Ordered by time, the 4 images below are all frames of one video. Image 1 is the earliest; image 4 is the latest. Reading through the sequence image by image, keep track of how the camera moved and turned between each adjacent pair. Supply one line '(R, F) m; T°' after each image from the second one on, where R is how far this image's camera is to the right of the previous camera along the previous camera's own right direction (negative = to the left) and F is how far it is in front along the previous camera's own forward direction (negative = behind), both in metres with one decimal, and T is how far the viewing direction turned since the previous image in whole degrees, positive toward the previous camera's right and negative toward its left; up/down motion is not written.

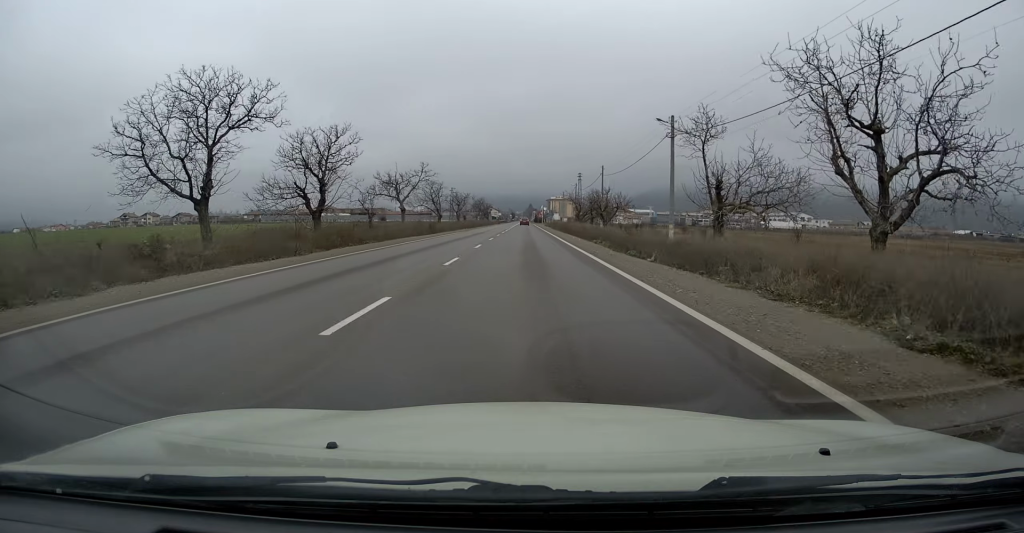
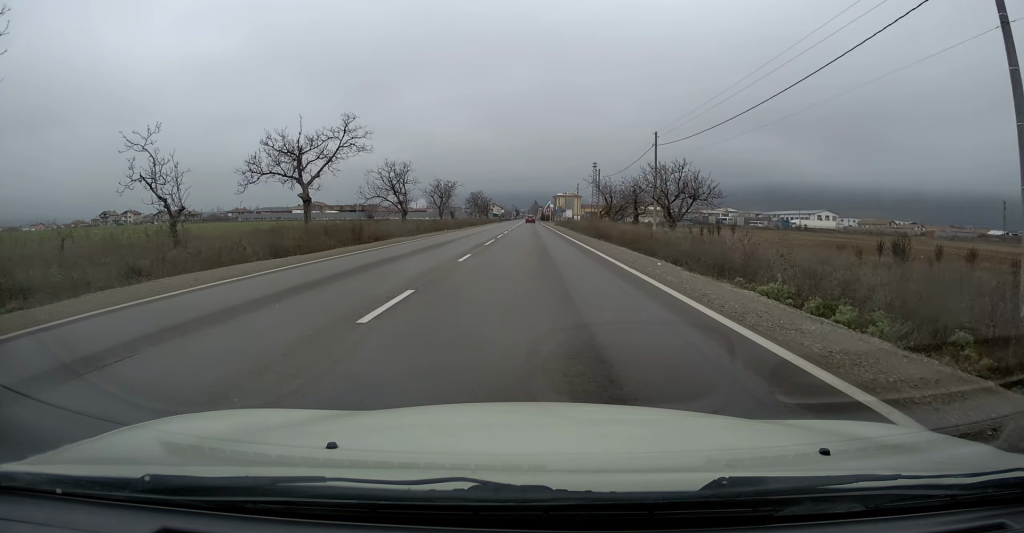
(+0.2, +25.7) m; +1°
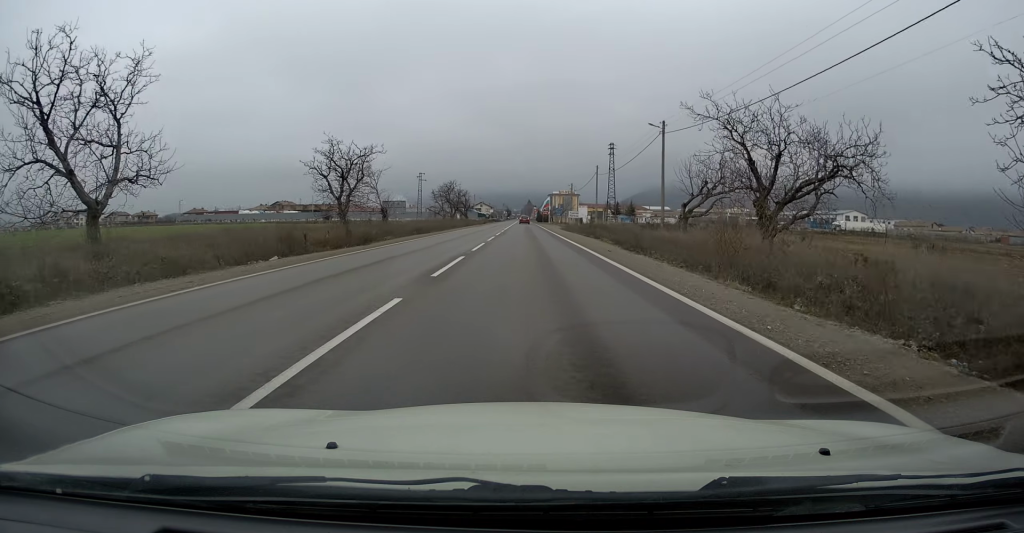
(-0.4, +39.0) m; -1°
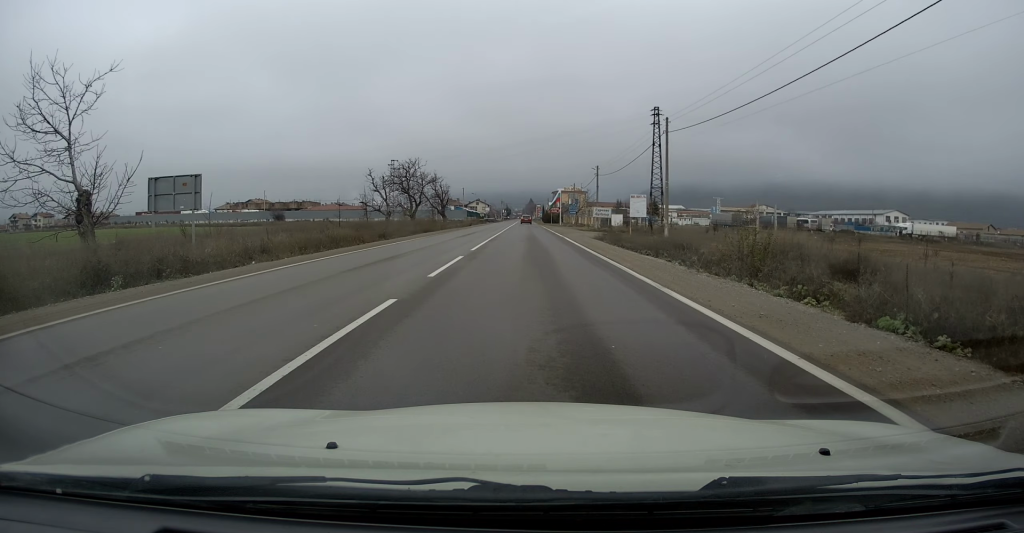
(+0.3, +35.3) m; +1°
